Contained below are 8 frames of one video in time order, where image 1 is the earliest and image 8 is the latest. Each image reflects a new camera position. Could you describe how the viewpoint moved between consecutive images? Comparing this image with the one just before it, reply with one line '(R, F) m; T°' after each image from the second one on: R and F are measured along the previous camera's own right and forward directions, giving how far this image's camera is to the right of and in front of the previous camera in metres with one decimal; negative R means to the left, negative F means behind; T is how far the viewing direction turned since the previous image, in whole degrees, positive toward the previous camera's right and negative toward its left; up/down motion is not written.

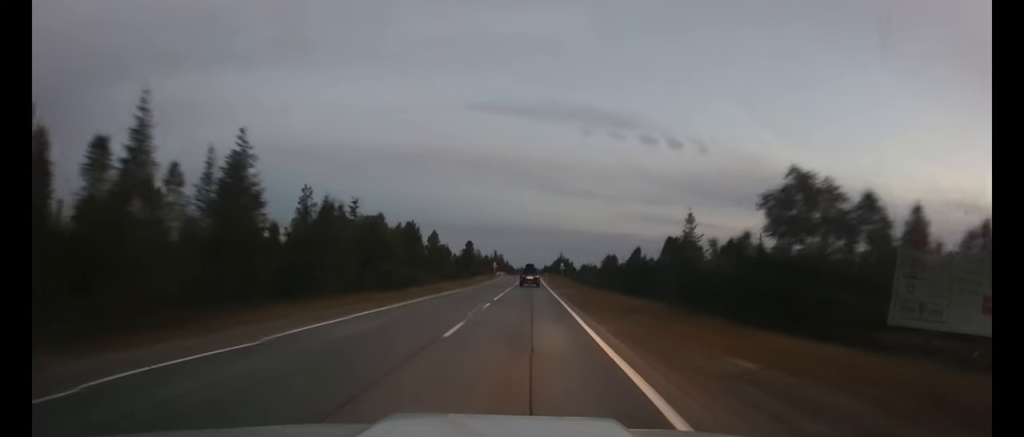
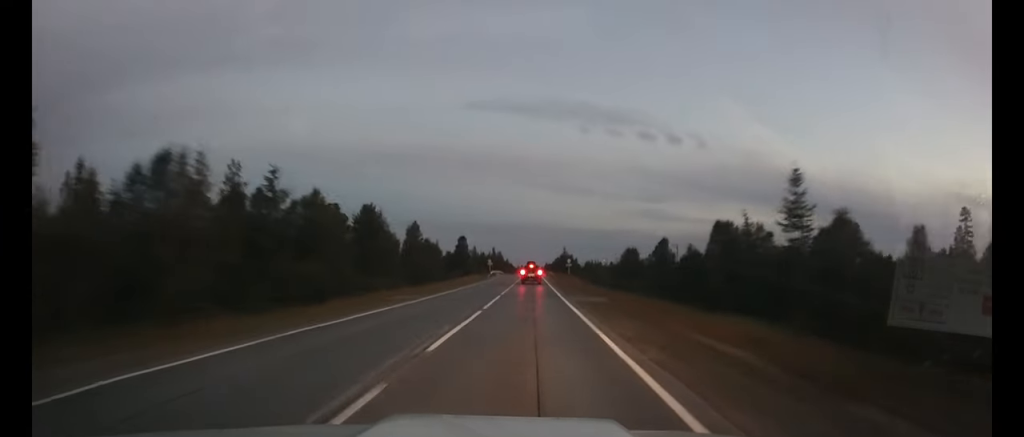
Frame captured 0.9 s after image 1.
(0.0, +18.7) m; 0°
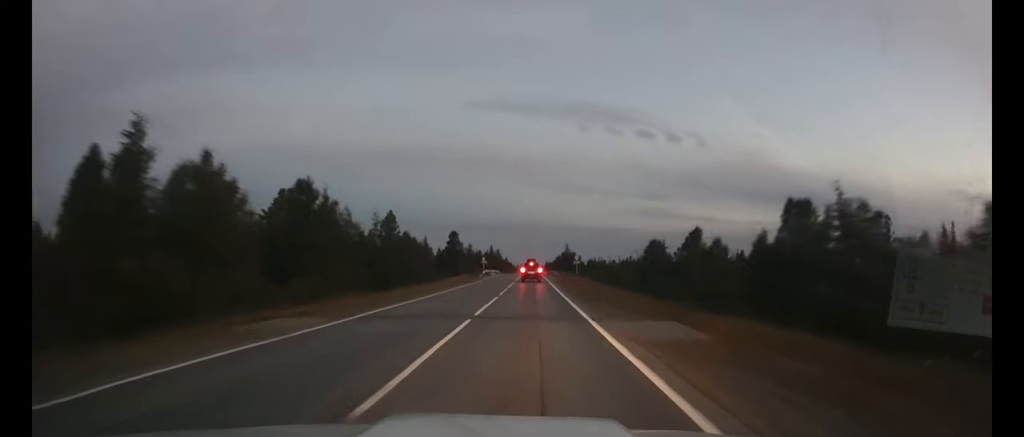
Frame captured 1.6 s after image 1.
(0.0, +15.7) m; 0°
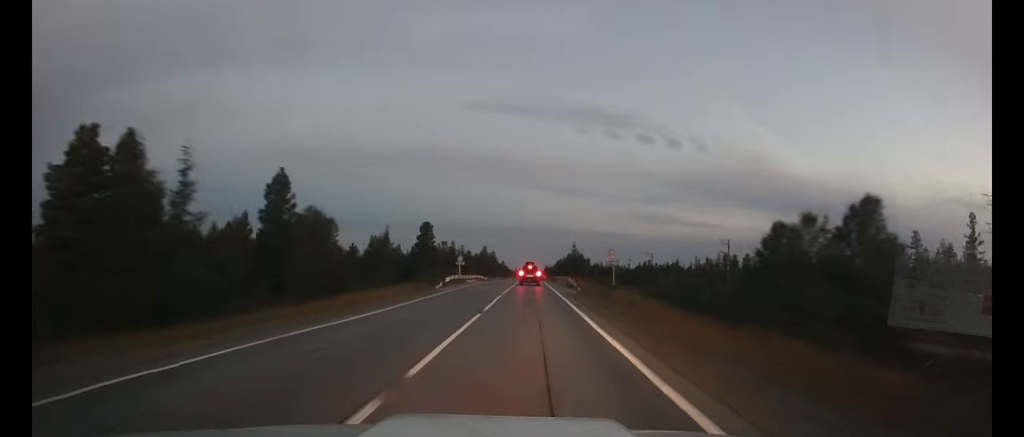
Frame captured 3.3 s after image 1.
(-0.1, +35.1) m; 0°
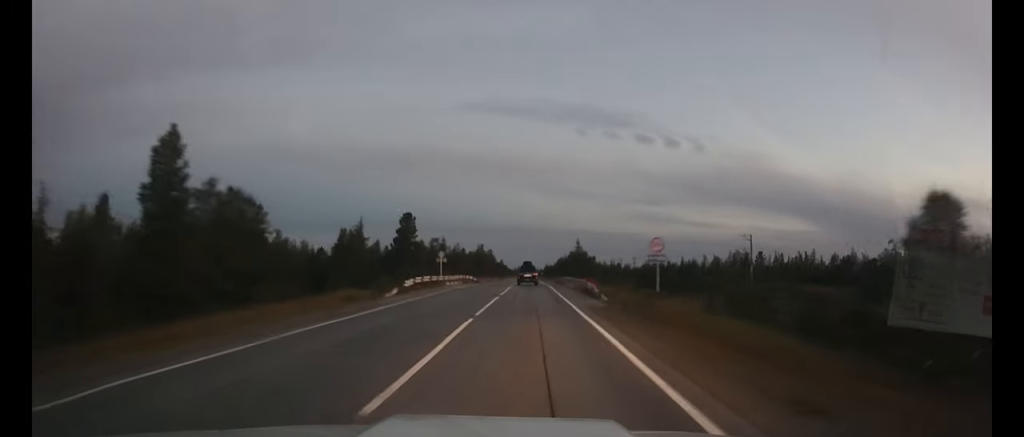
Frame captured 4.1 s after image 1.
(0.0, +15.2) m; 0°
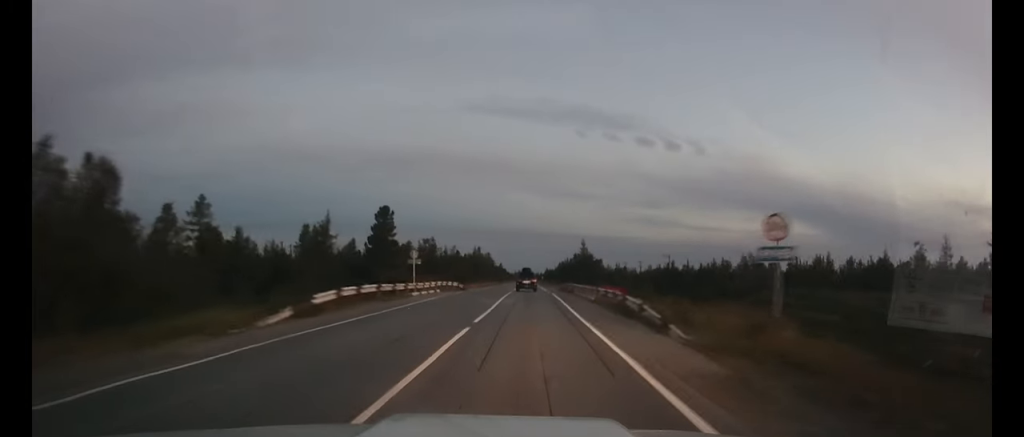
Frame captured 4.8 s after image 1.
(0.0, +14.1) m; 0°
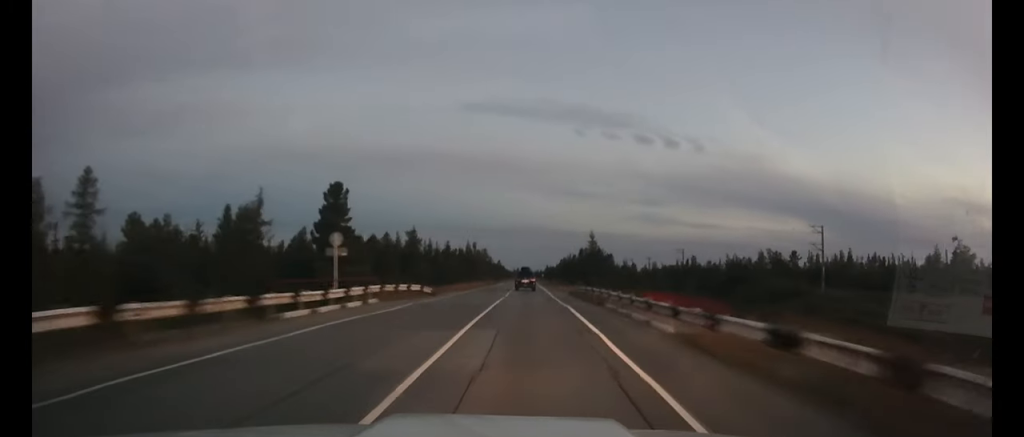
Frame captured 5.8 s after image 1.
(0.0, +18.6) m; 0°
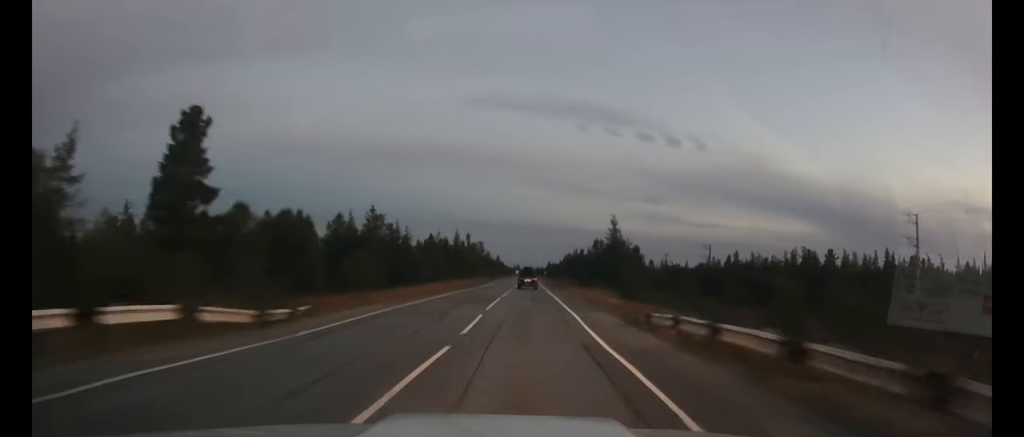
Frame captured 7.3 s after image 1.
(-0.1, +26.4) m; 0°
